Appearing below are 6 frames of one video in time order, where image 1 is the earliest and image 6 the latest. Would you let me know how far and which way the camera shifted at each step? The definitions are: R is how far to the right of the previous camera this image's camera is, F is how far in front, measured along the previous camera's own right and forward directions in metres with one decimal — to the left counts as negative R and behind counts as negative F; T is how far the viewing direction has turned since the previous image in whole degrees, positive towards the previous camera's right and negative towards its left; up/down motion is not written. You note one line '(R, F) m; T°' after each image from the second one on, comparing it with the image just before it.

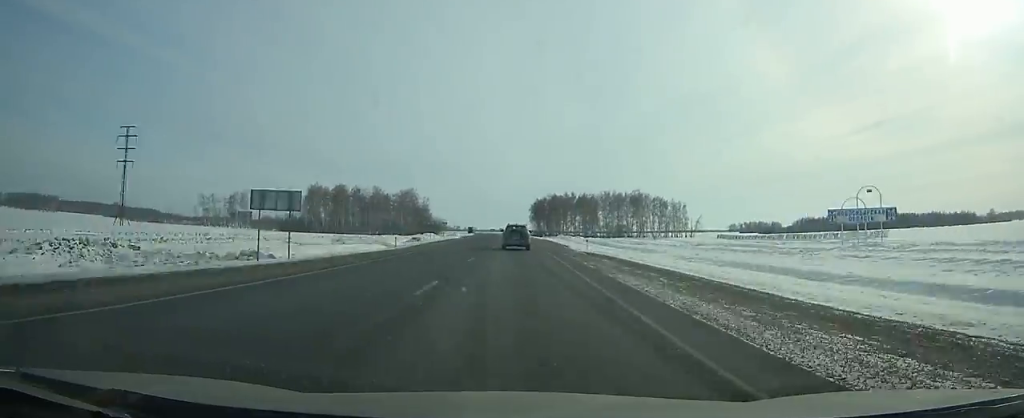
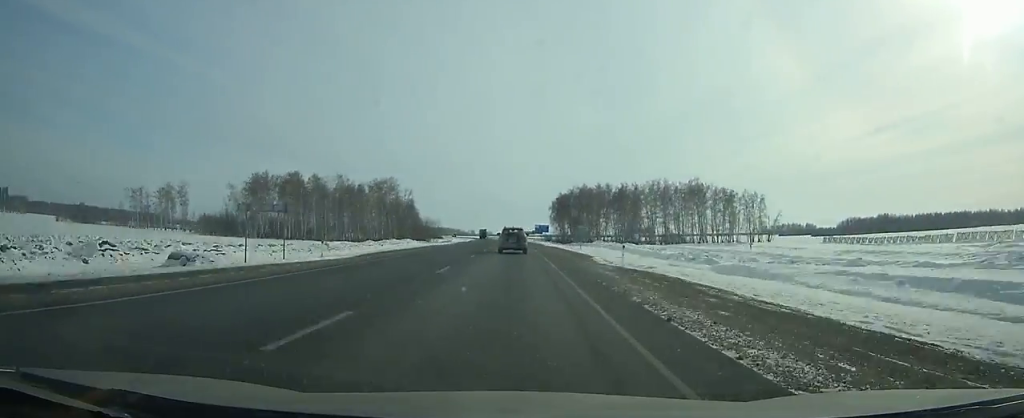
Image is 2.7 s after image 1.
(-1.0, +66.1) m; -2°
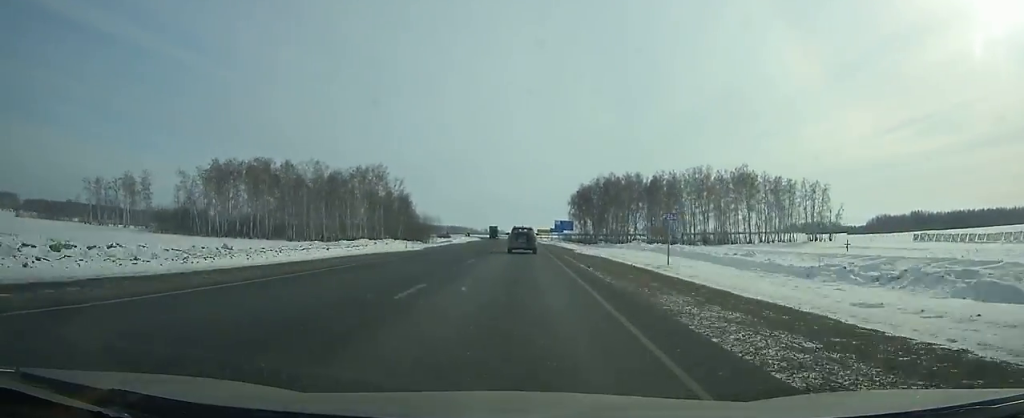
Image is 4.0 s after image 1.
(0.0, +31.9) m; -1°
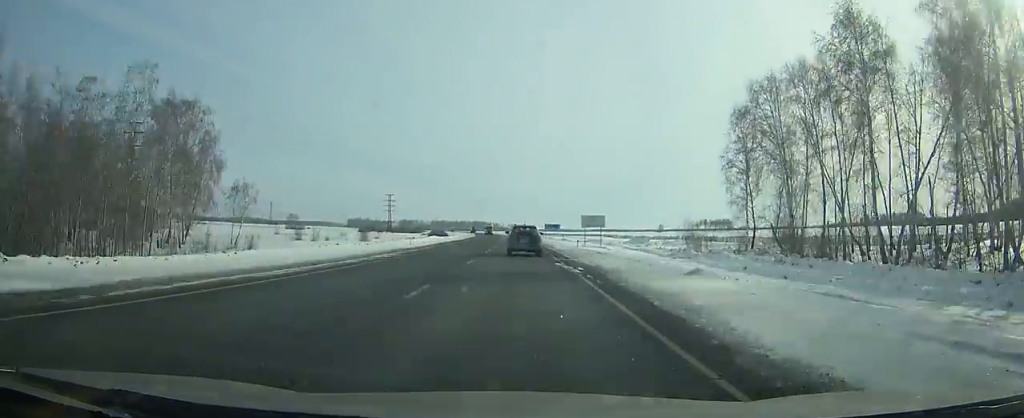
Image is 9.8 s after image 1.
(-3.9, +143.2) m; -3°
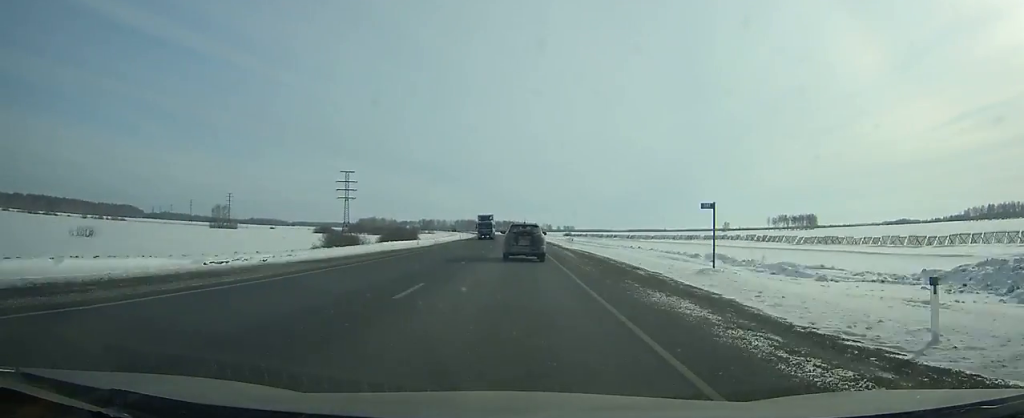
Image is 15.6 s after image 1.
(-4.0, +143.8) m; -3°
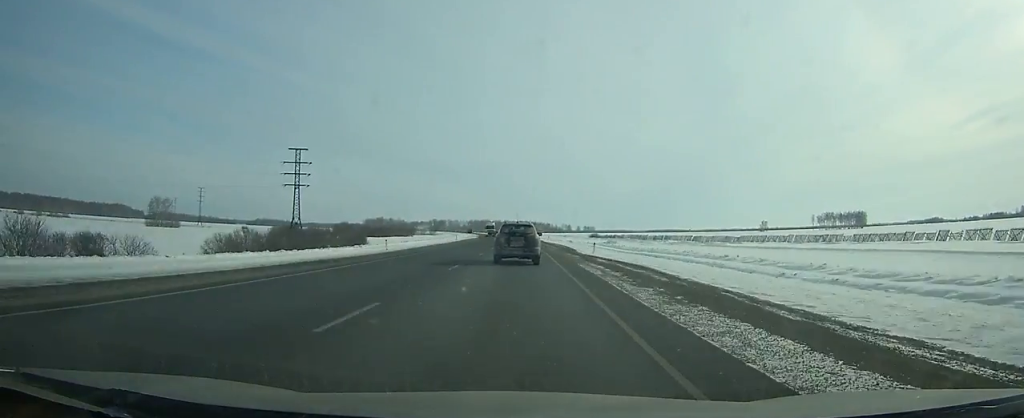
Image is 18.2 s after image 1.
(-0.9, +64.2) m; -1°
